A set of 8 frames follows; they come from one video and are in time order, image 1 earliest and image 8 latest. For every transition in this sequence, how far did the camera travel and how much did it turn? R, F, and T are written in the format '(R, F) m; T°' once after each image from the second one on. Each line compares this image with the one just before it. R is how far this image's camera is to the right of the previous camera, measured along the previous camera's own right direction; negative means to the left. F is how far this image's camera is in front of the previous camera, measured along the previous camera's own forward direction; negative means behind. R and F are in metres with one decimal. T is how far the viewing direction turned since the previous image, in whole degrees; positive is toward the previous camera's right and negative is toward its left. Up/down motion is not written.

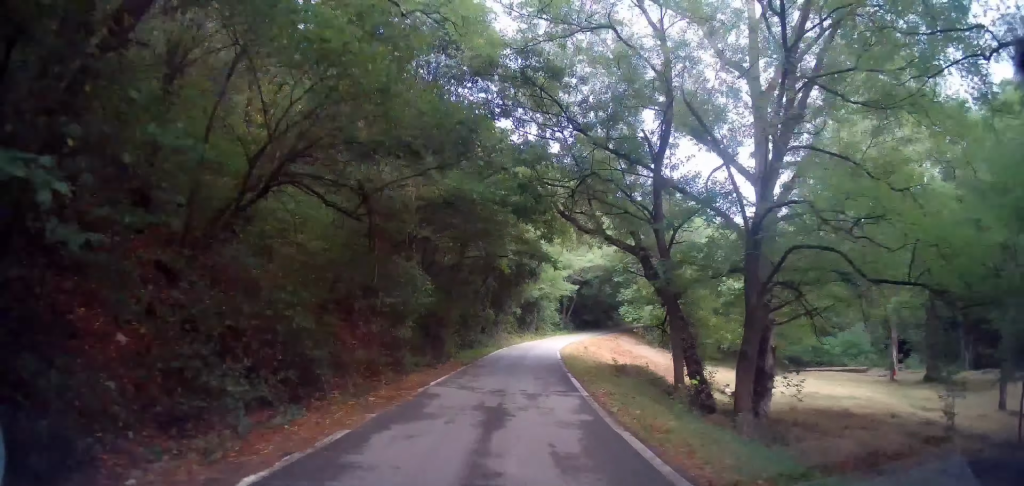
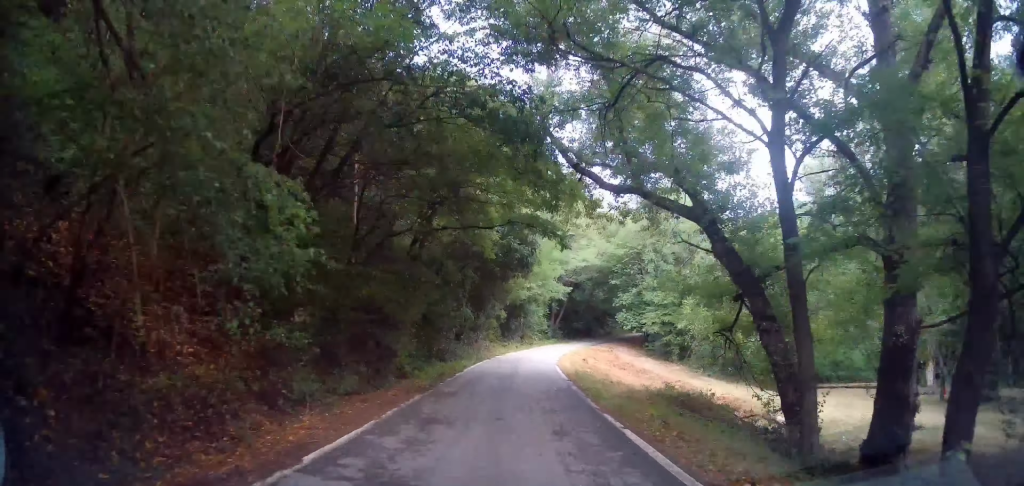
(0.0, +7.5) m; +1°
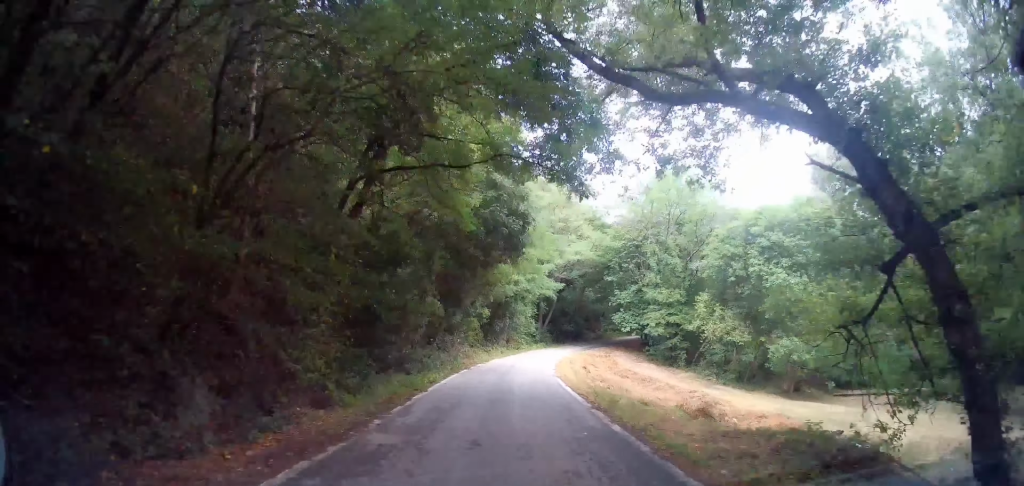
(+0.1, +6.5) m; 0°
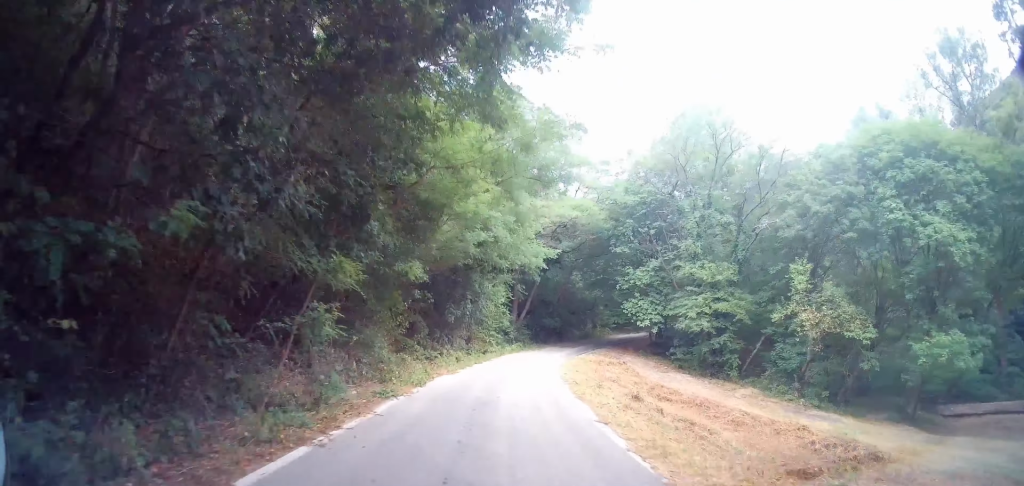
(+0.1, +15.3) m; +5°
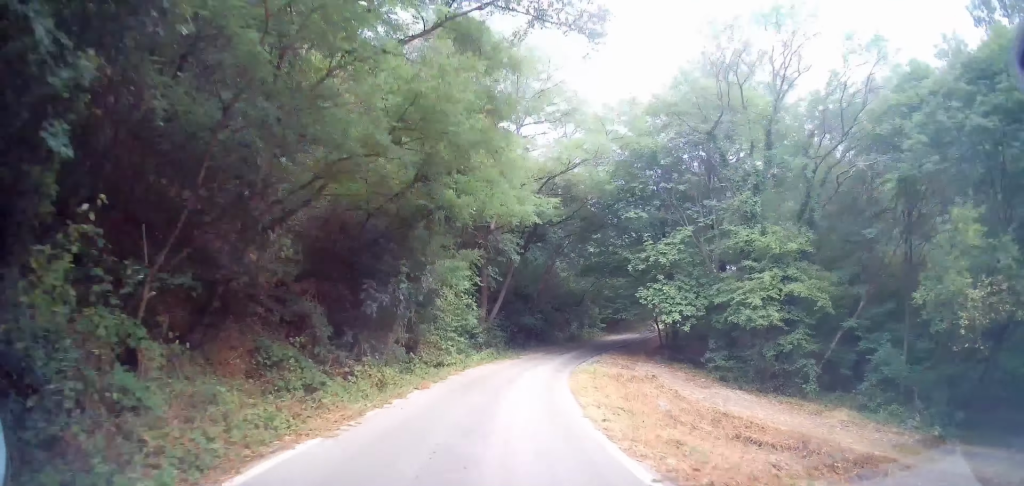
(+0.8, +10.1) m; +3°
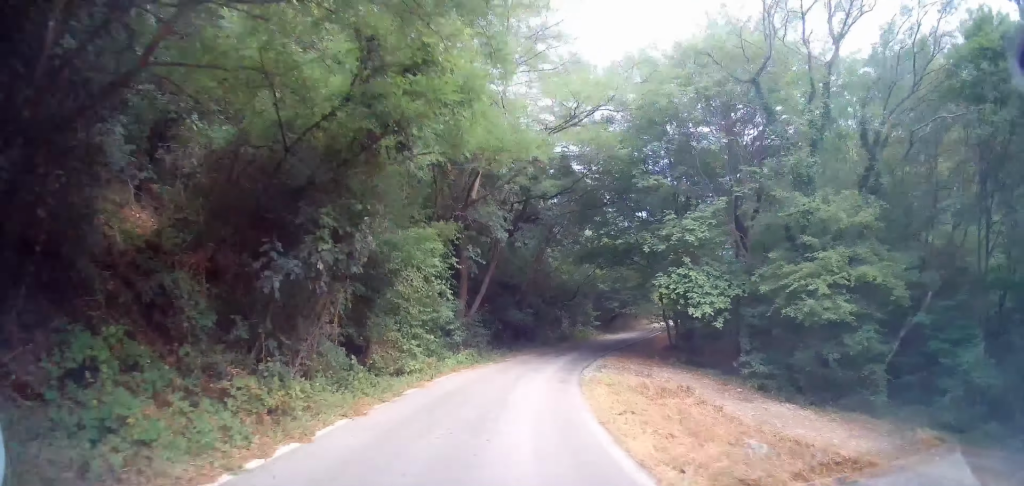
(0.0, +5.0) m; +2°
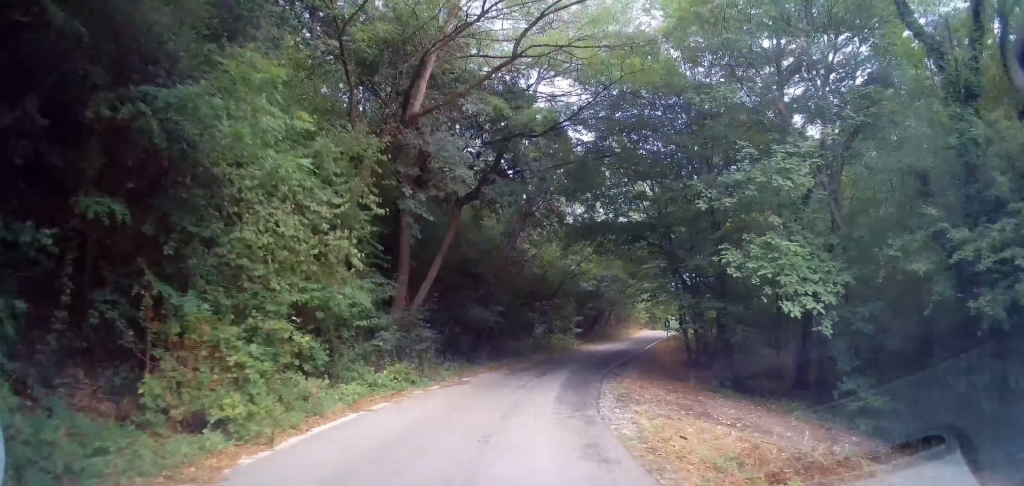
(-0.5, +8.2) m; +5°
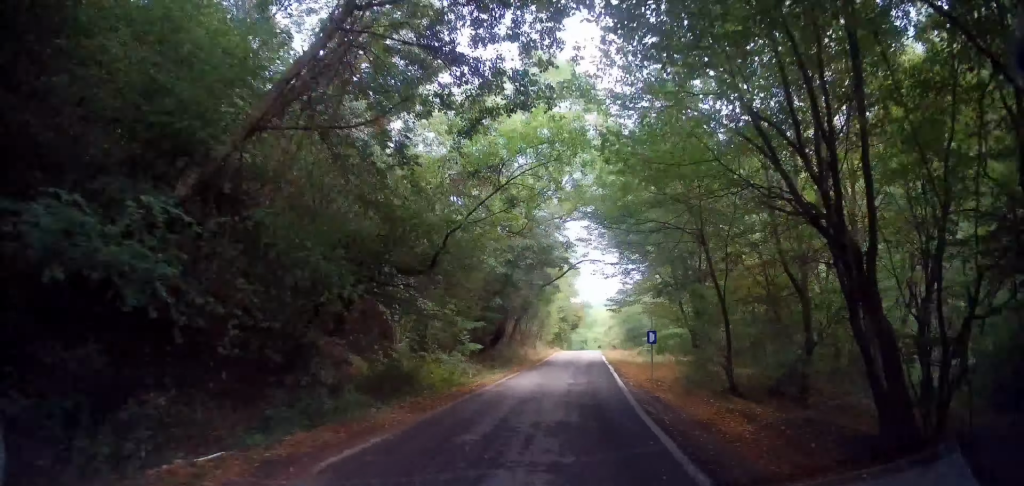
(+2.6, +16.4) m; +13°
